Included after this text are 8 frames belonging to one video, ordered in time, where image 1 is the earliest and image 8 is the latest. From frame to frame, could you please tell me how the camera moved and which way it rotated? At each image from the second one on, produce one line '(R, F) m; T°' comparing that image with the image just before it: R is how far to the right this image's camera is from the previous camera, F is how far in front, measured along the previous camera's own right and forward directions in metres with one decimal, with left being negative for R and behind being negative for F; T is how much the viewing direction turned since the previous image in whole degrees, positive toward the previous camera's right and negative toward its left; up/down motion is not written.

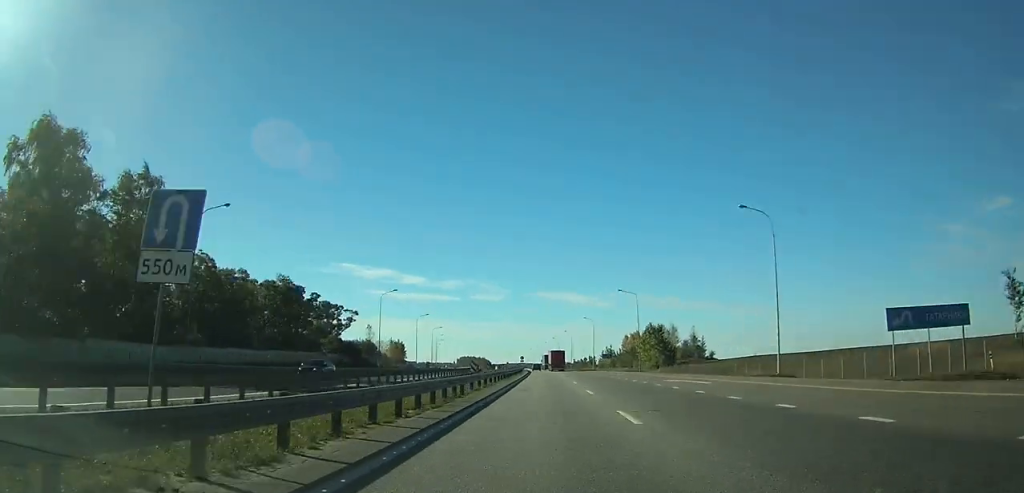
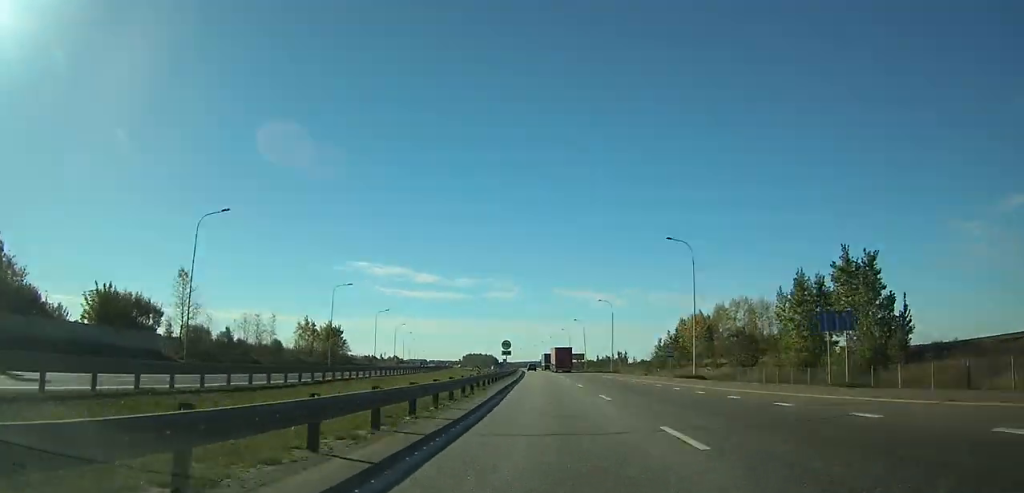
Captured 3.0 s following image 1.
(-1.3, +87.3) m; -2°
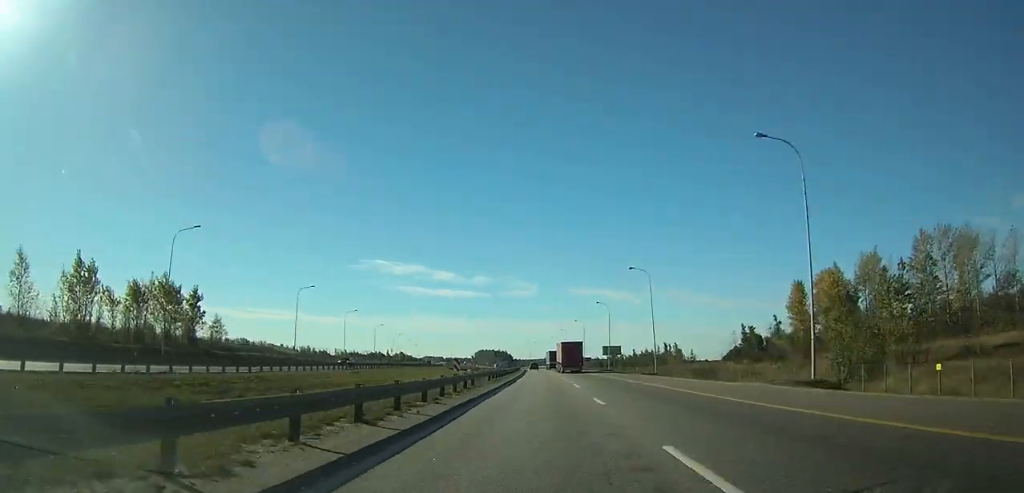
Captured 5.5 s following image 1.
(-0.8, +74.2) m; -2°
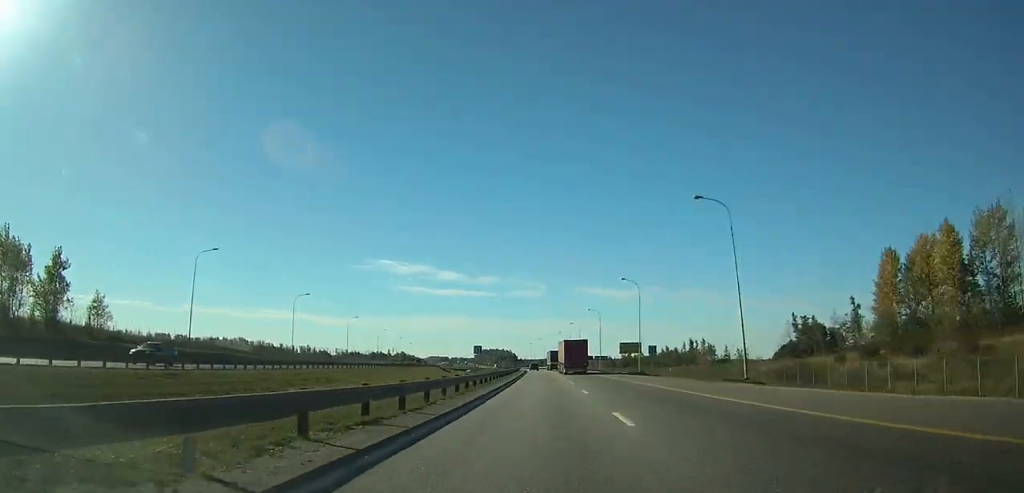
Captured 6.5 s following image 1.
(-0.3, +29.5) m; -1°
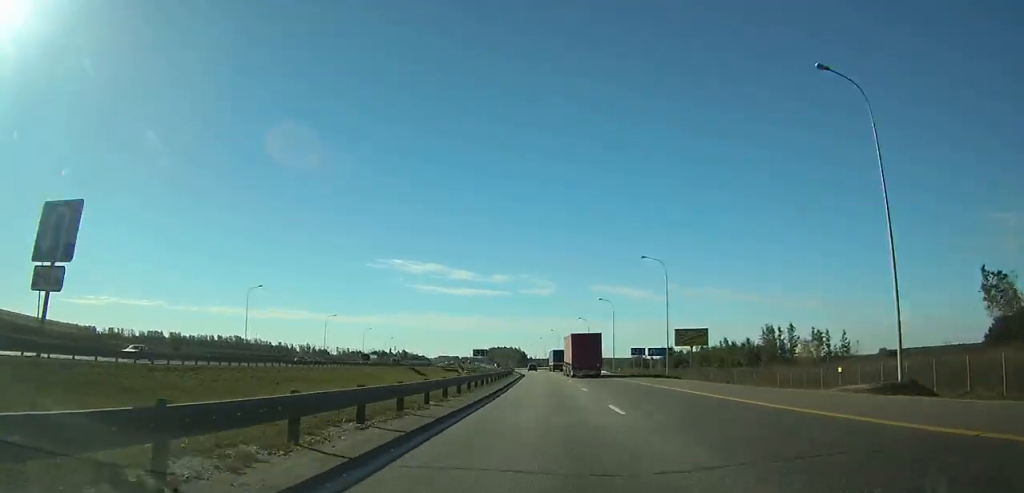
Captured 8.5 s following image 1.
(-0.7, +57.1) m; -1°
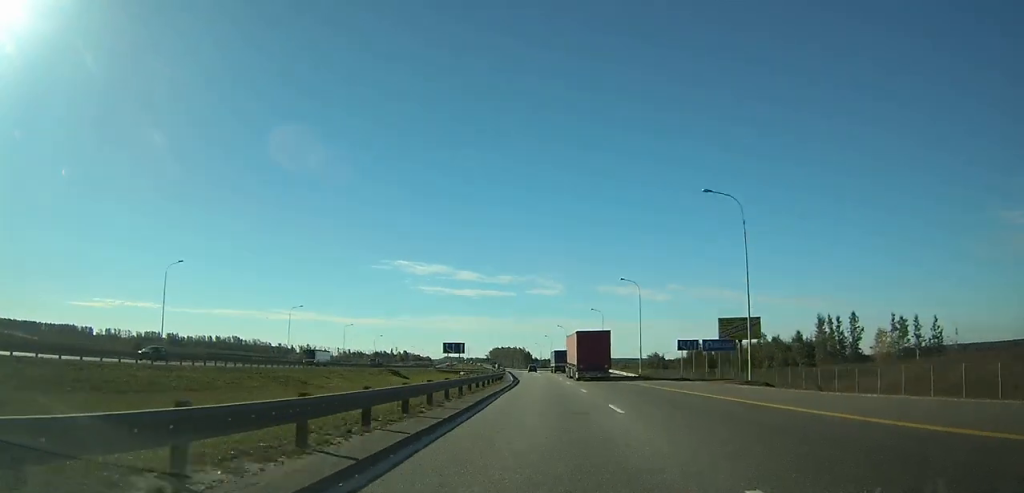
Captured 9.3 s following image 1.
(0.0, +23.7) m; -1°
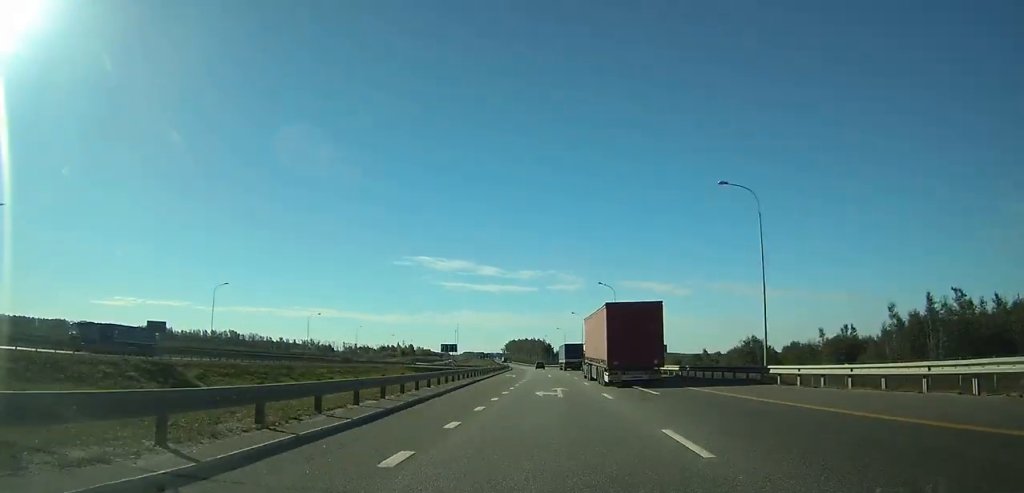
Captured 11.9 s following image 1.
(-1.2, +78.8) m; -2°
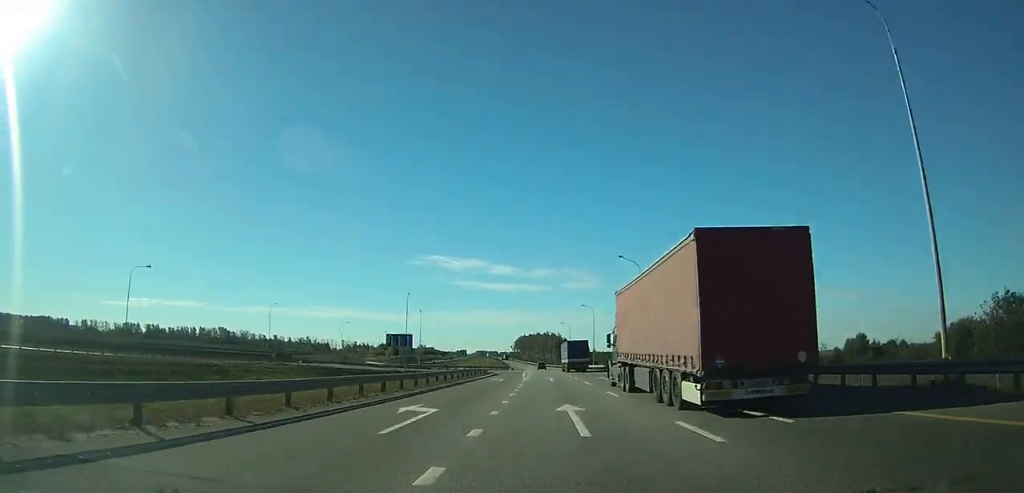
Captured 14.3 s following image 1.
(-1.1, +70.8) m; -2°
